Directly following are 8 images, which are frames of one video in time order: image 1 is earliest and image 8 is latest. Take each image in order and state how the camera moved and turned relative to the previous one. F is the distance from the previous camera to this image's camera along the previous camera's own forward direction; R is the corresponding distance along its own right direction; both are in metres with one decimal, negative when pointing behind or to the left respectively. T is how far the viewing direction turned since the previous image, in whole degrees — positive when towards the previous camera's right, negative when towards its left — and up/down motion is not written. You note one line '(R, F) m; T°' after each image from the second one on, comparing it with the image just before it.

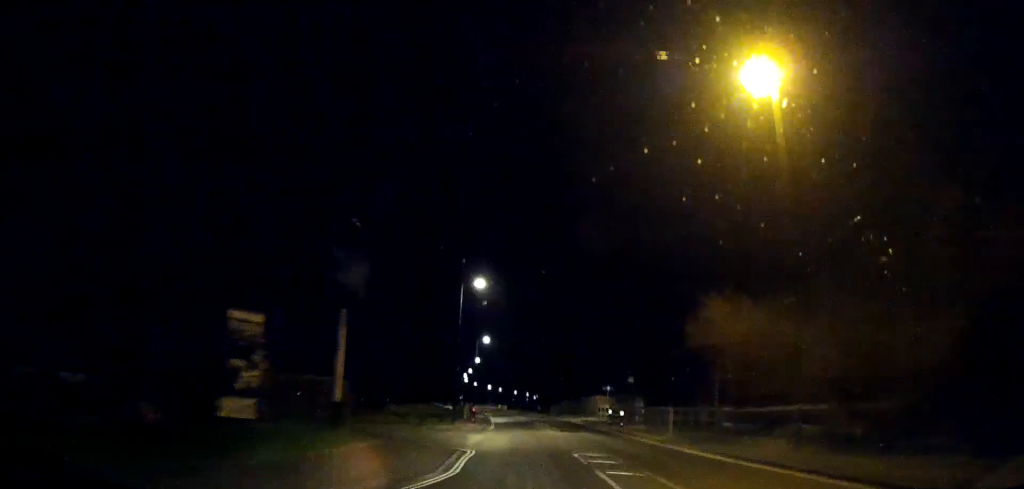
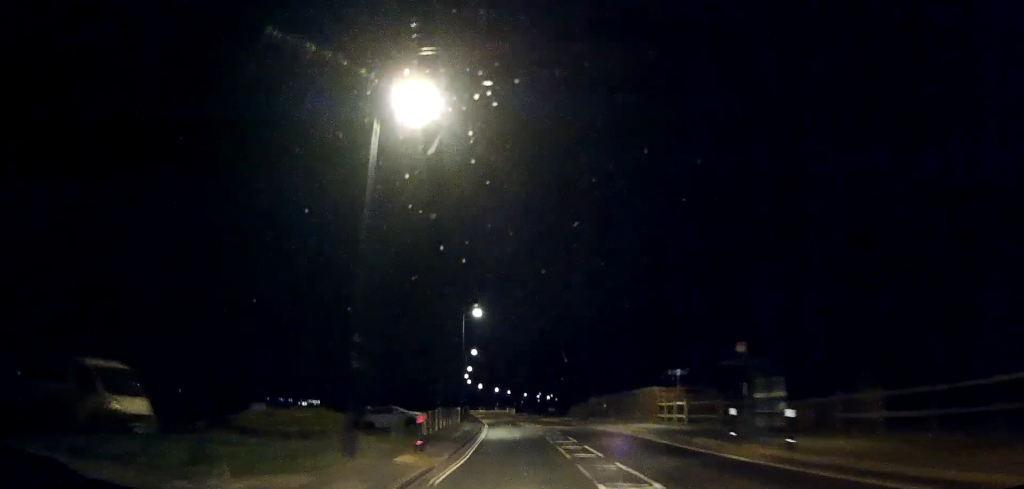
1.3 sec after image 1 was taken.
(-0.1, +22.0) m; -1°
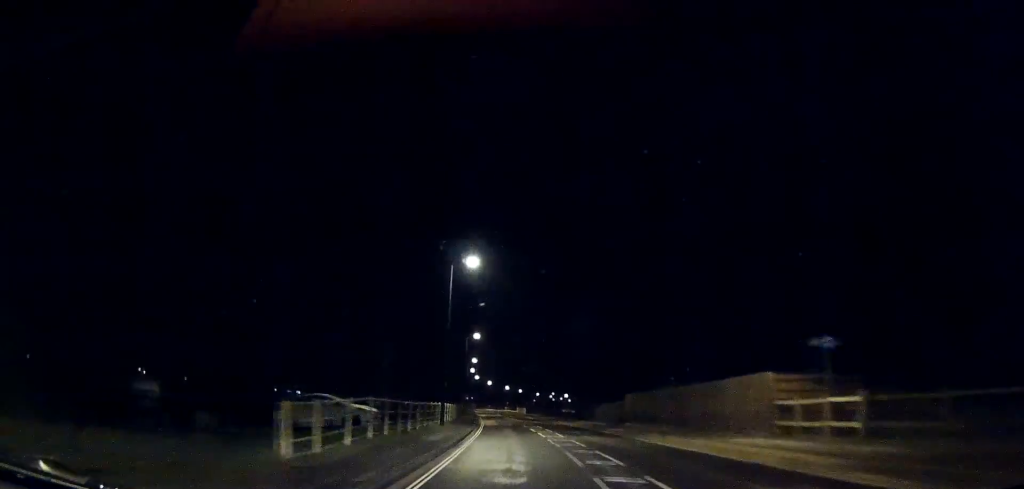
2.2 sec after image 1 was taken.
(-0.1, +15.2) m; -1°
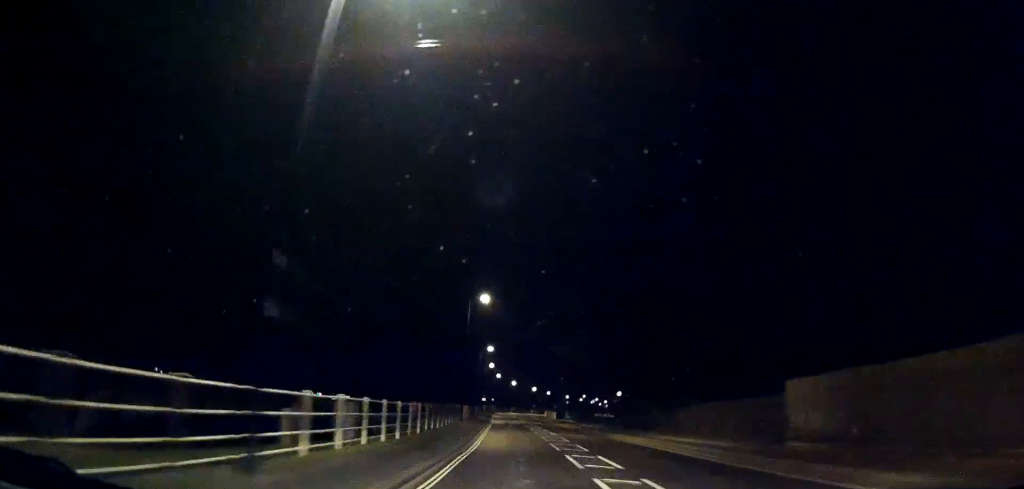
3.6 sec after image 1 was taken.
(-0.5, +23.1) m; -3°
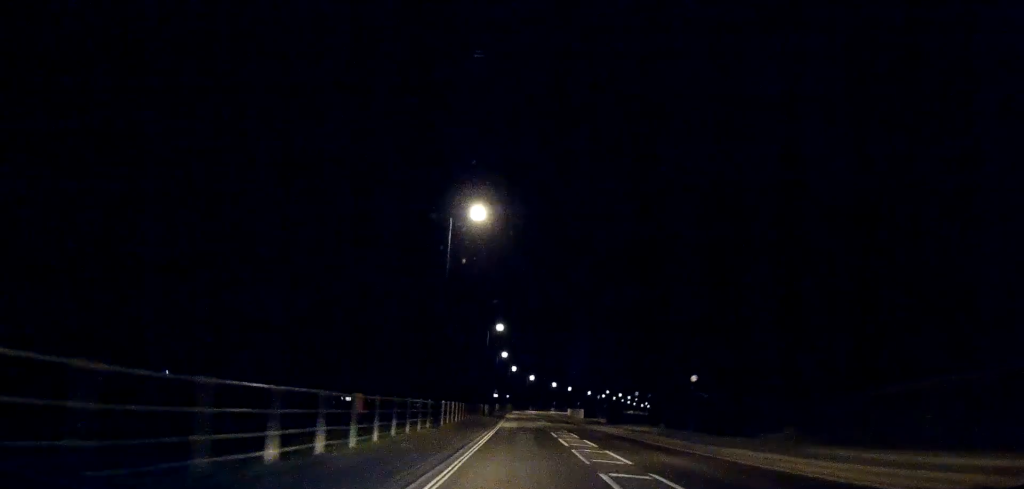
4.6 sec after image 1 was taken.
(-0.3, +17.7) m; -1°
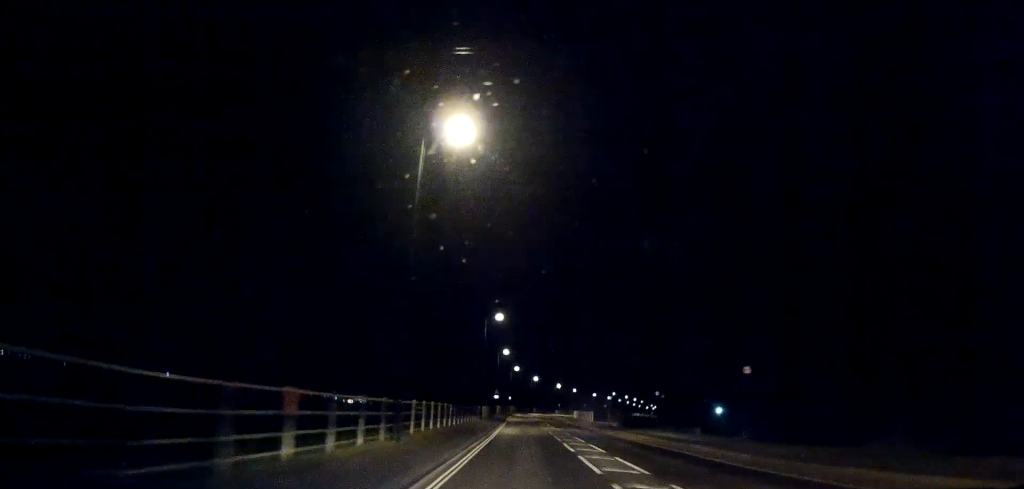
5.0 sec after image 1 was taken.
(+0.1, +7.5) m; 0°
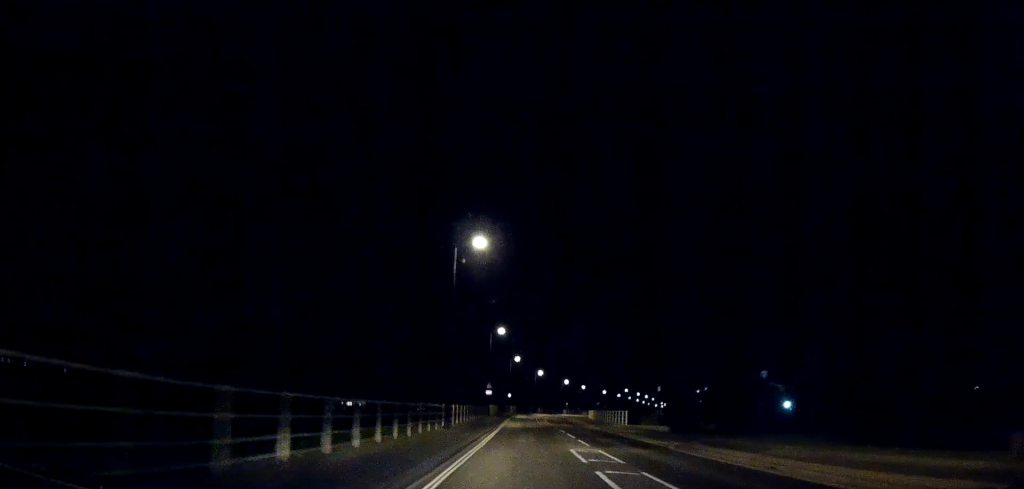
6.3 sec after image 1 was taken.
(0.0, +22.0) m; -1°
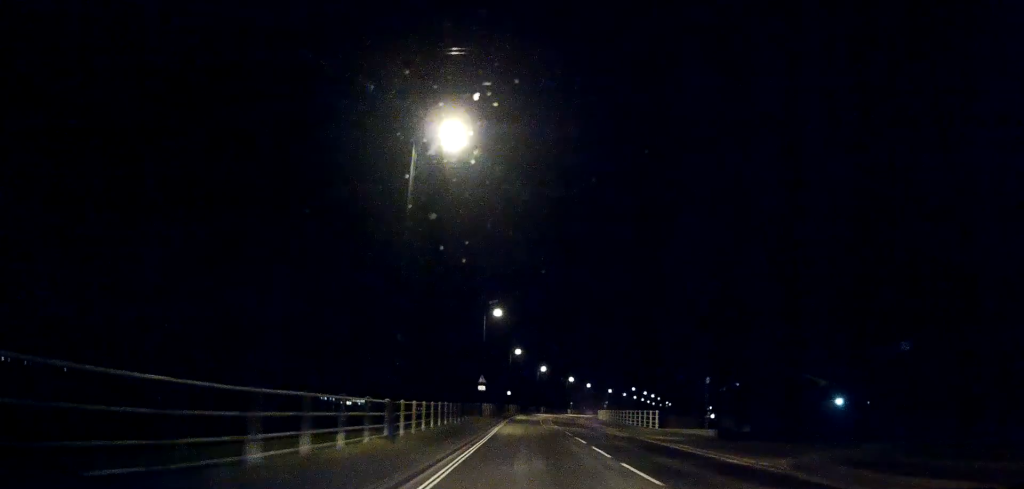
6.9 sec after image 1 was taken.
(-0.1, +11.0) m; -1°
